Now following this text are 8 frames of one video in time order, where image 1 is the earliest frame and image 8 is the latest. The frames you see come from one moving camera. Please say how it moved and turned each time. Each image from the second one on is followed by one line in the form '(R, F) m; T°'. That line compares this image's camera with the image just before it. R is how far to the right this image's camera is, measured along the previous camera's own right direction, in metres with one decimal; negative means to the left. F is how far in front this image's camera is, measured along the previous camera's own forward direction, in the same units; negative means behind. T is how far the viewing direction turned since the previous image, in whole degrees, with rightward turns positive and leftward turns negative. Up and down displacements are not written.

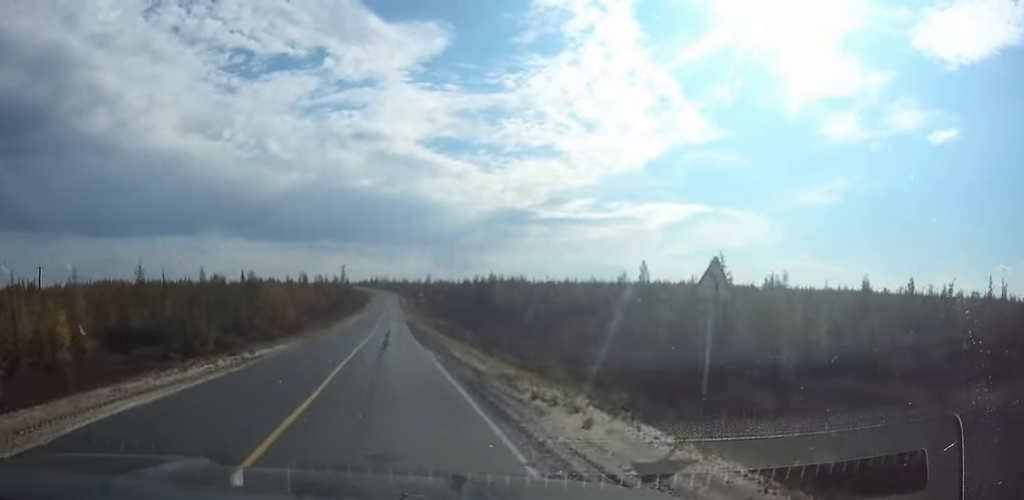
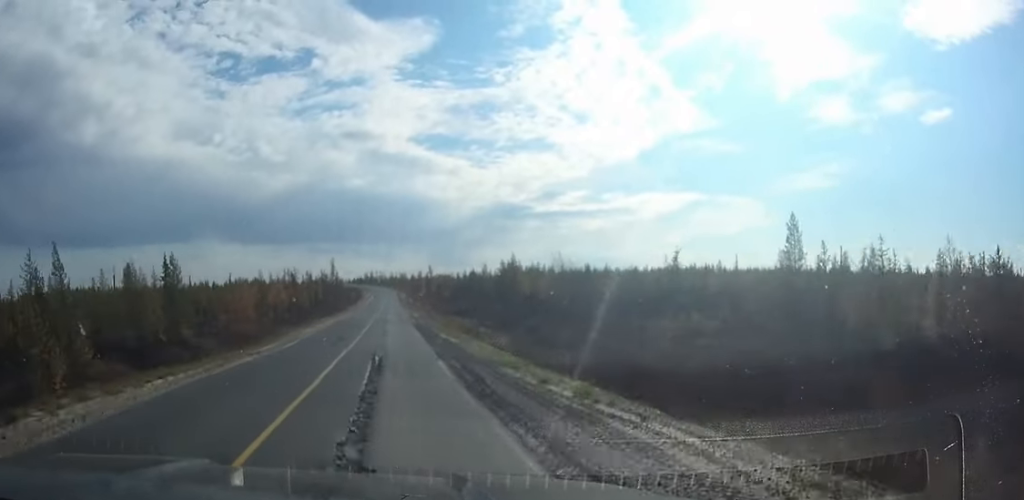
(+0.1, +33.1) m; 0°
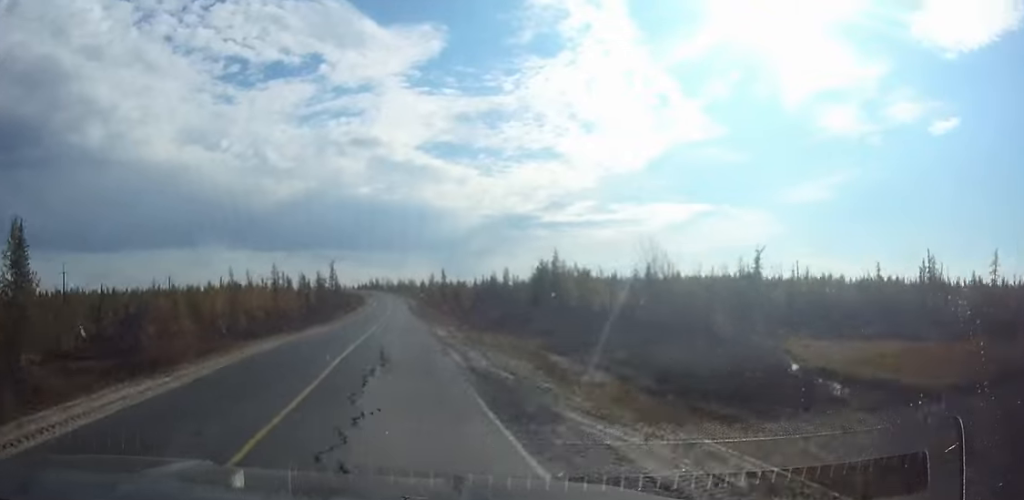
(-0.1, +29.9) m; 0°
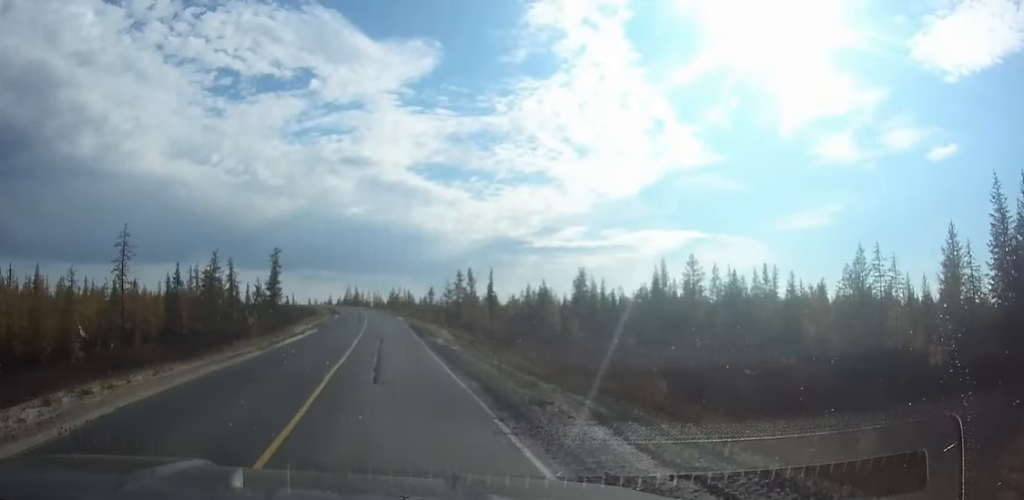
(+0.1, +94.0) m; 0°
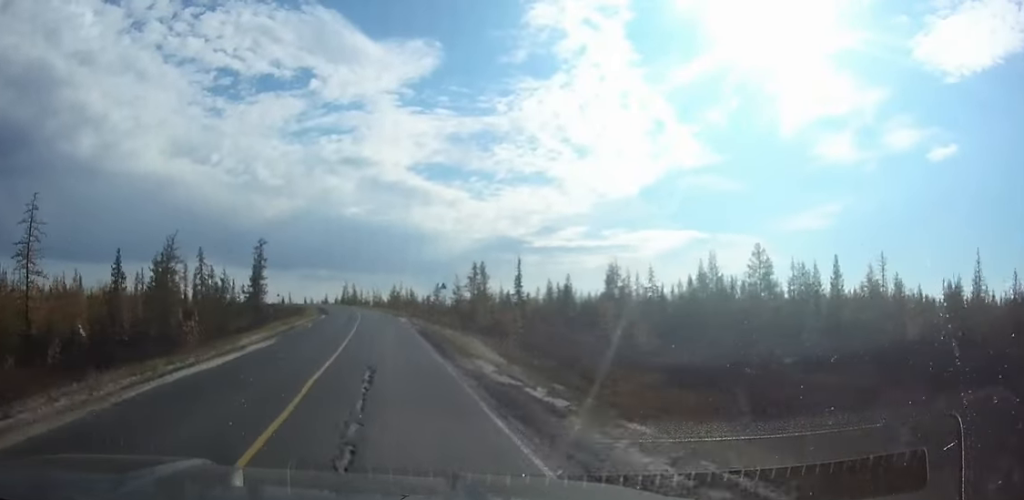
(0.0, +17.0) m; -1°
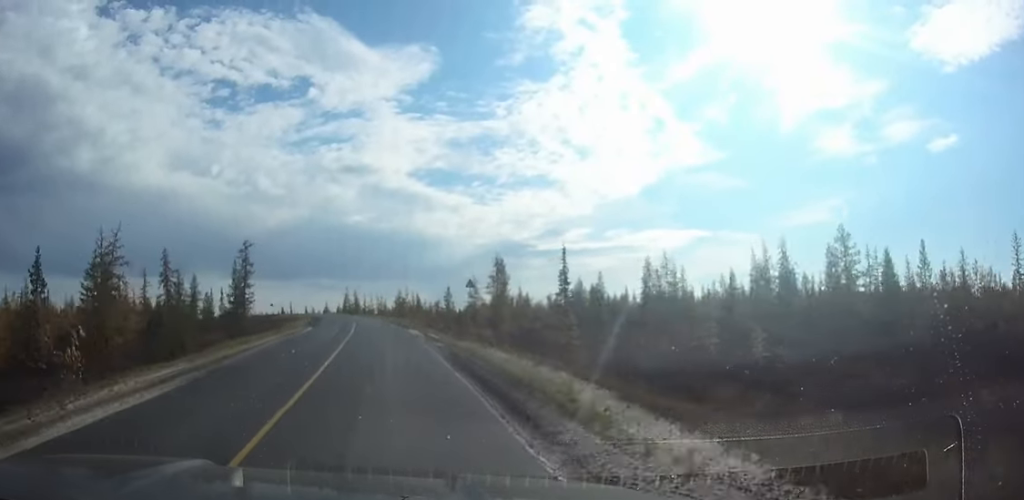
(+0.1, +14.8) m; -1°
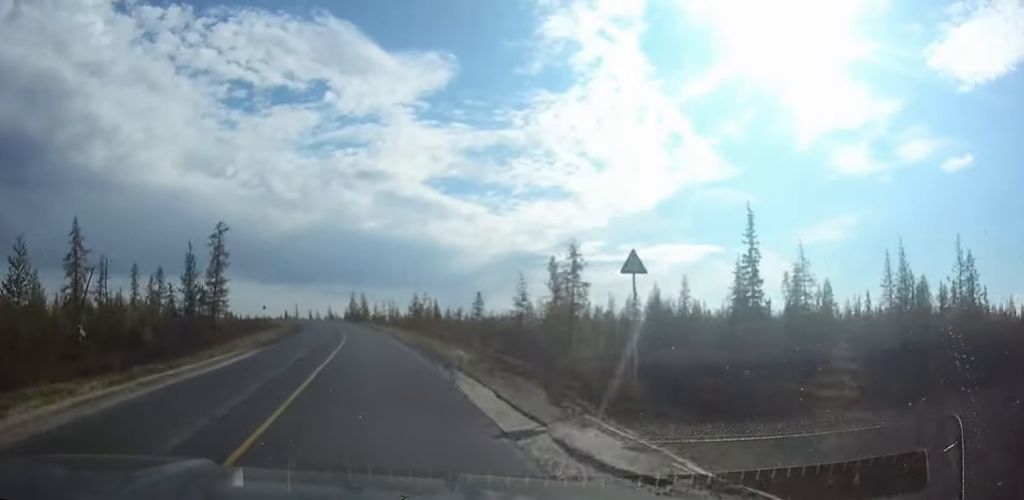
(-0.4, +23.8) m; -2°
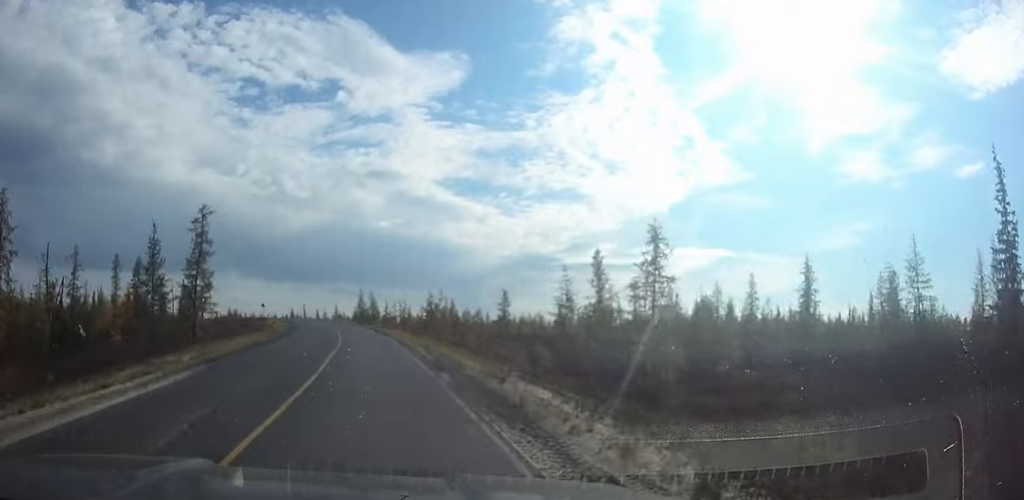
(-0.2, +12.4) m; -1°
